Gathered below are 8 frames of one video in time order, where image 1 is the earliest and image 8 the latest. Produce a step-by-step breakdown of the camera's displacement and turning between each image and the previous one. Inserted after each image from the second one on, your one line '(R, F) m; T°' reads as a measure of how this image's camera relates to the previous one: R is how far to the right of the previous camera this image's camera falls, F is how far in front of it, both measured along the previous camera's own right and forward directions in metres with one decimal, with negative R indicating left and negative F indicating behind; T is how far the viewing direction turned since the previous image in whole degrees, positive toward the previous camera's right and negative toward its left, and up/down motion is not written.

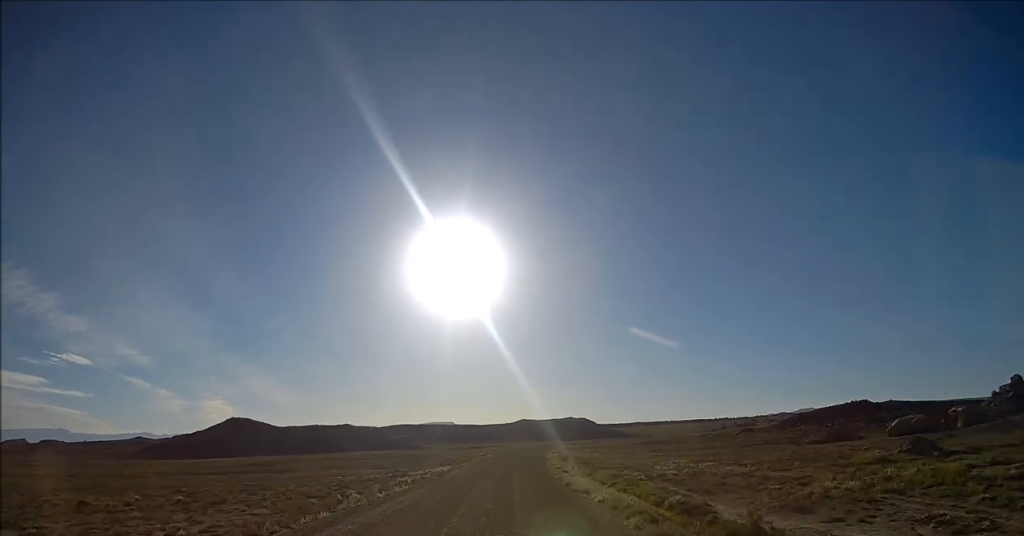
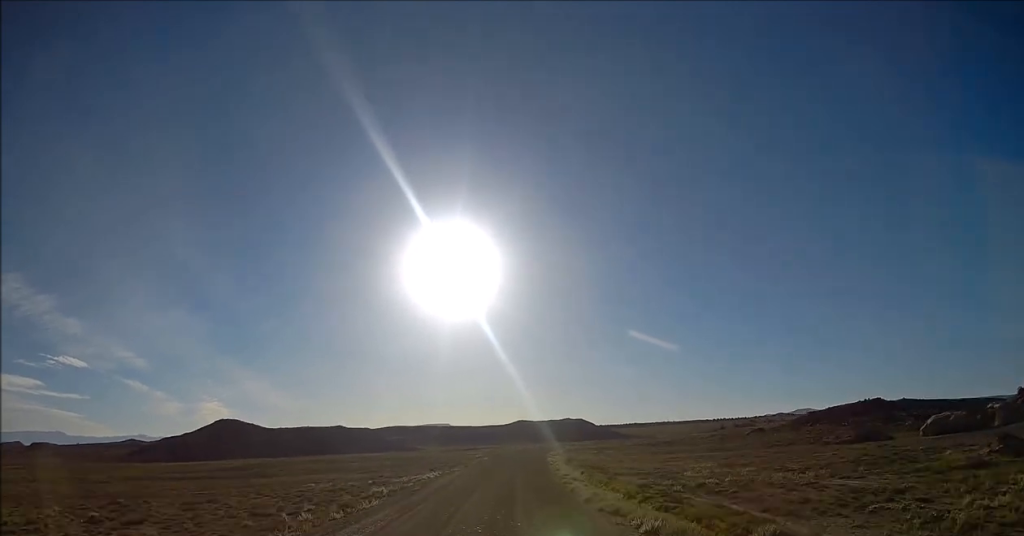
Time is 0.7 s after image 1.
(0.0, +8.6) m; 0°
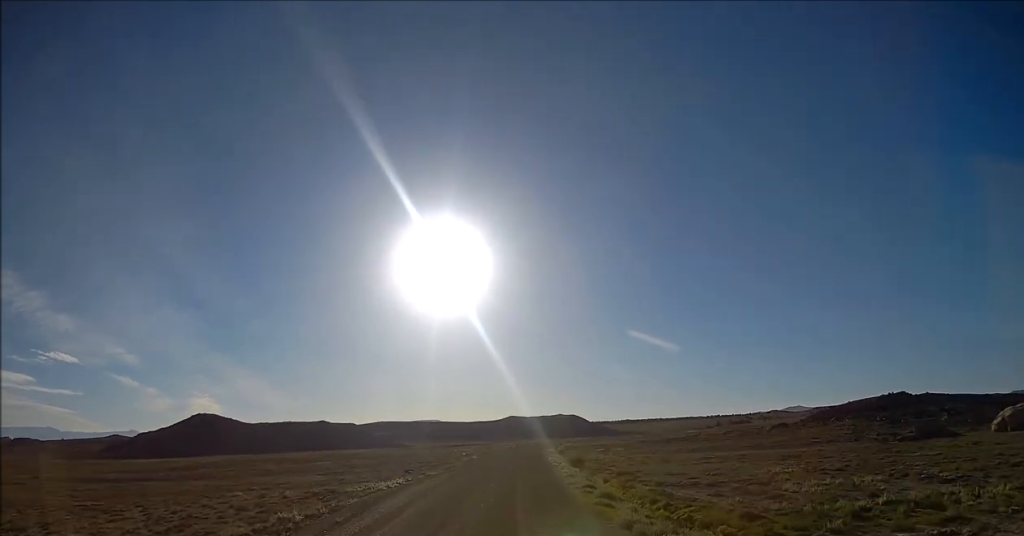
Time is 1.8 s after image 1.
(0.0, +16.1) m; +1°
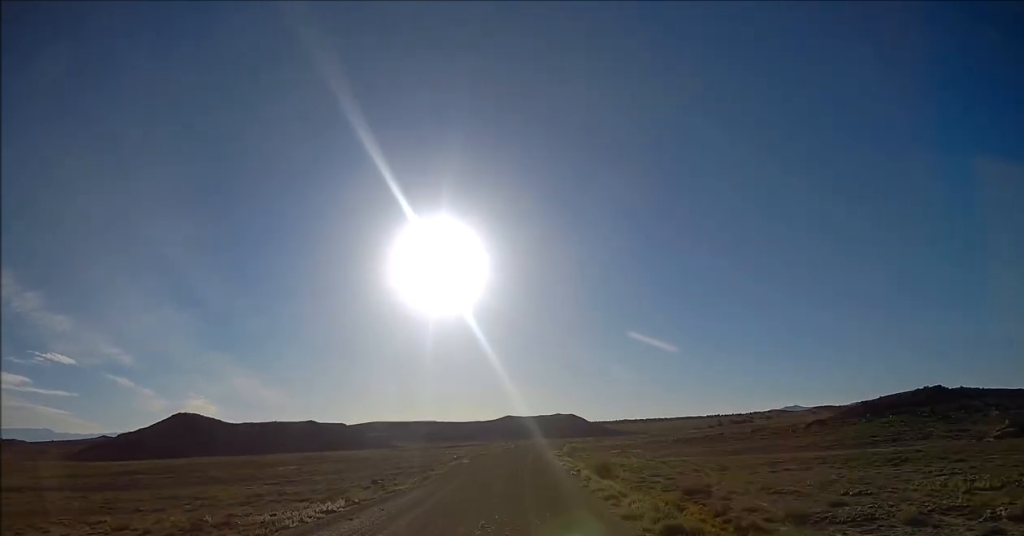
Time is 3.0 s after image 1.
(+0.3, +15.5) m; +1°
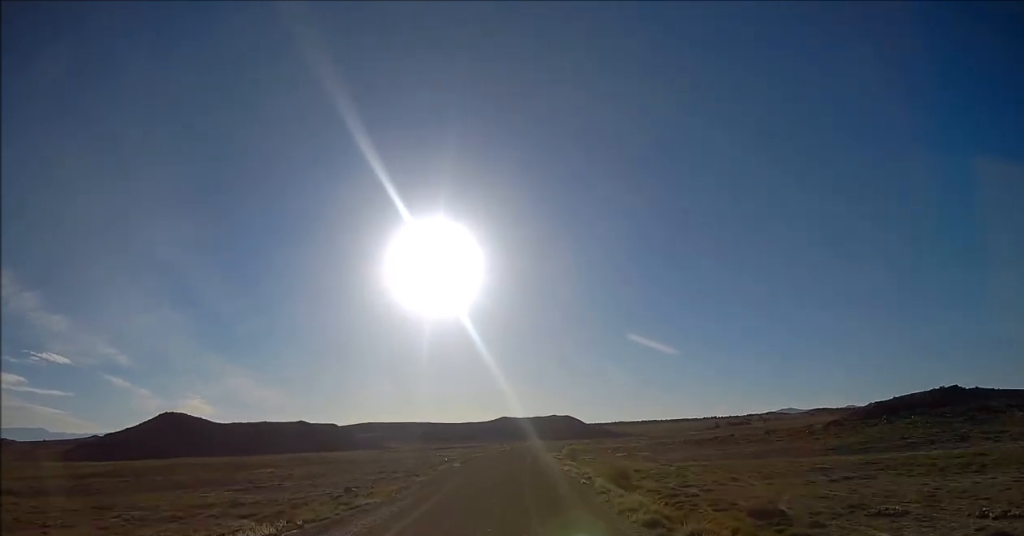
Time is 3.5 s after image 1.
(0.0, +7.2) m; 0°
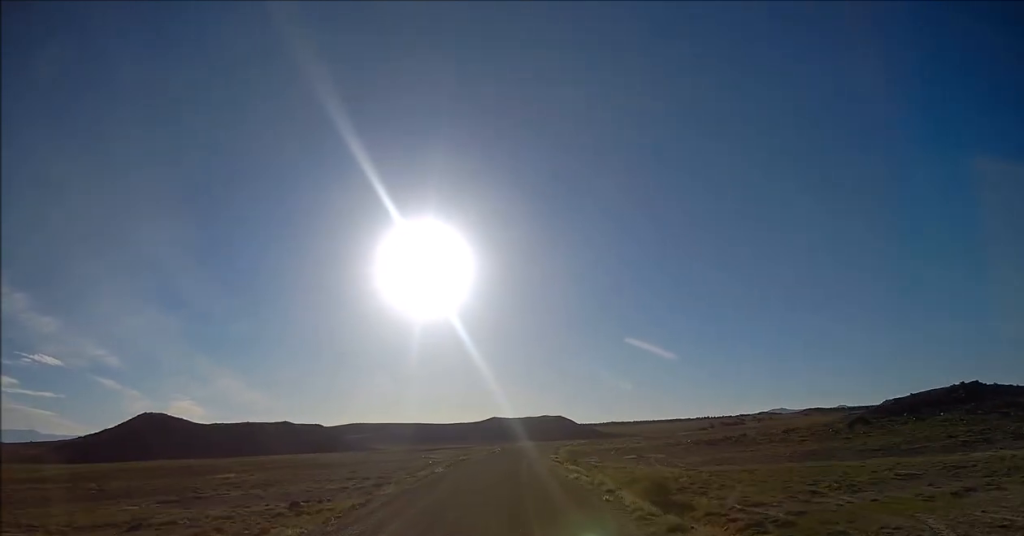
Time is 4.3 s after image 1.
(0.0, +9.5) m; 0°
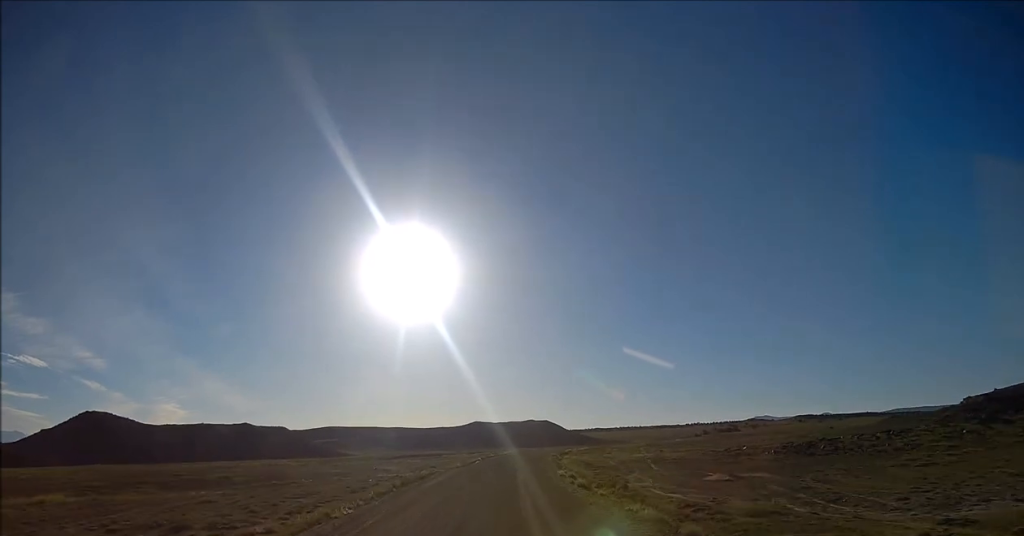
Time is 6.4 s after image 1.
(+0.8, +30.8) m; +2°
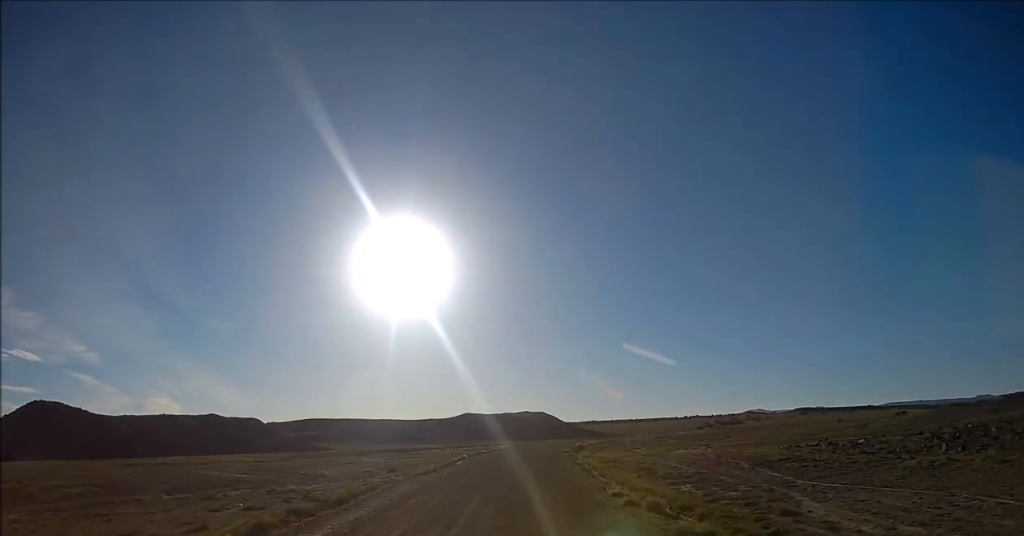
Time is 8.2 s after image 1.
(0.0, +26.8) m; 0°
